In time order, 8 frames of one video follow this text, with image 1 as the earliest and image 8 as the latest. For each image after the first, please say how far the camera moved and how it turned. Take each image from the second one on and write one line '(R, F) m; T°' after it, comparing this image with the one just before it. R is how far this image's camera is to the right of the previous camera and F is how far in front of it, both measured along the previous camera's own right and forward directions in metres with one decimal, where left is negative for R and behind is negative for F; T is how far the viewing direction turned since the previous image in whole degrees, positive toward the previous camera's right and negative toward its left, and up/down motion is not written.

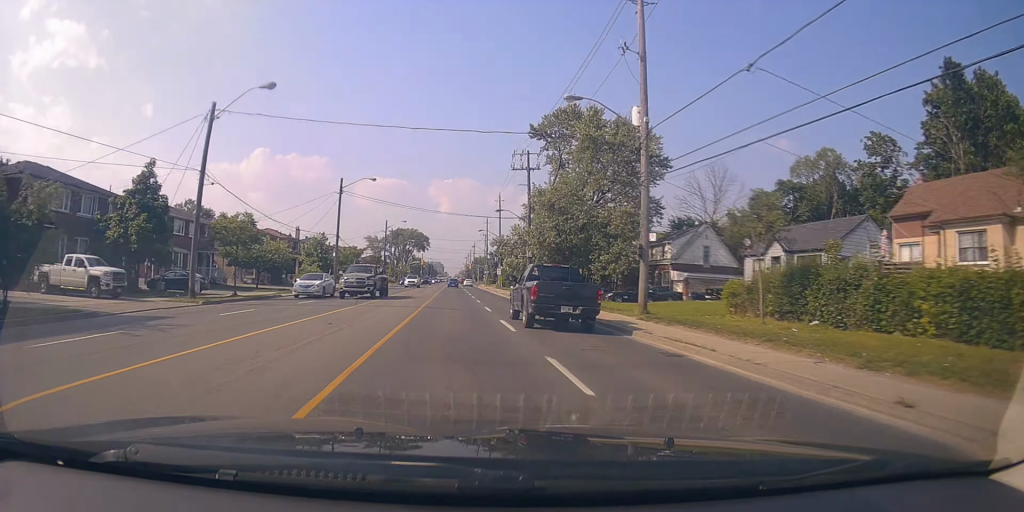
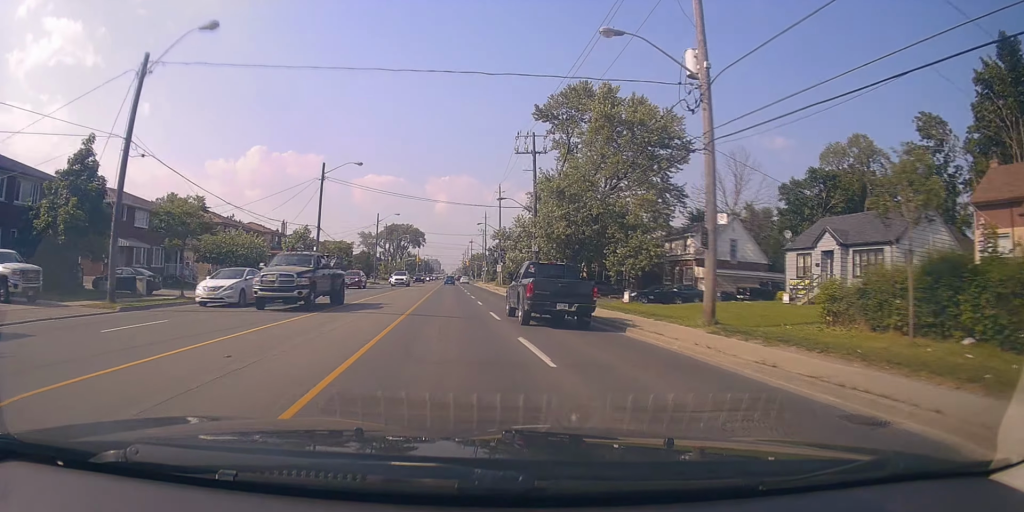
(+0.1, +6.3) m; +1°
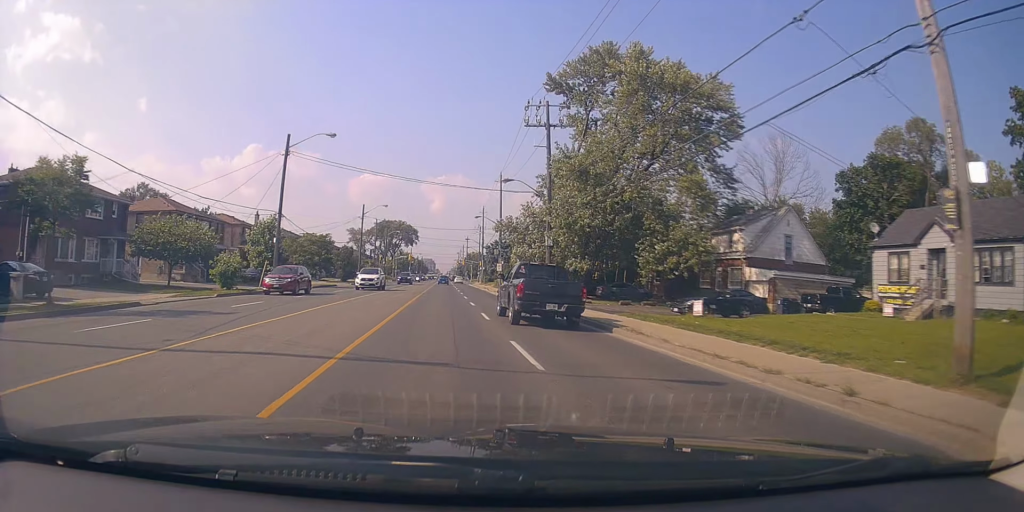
(+0.2, +9.7) m; +1°
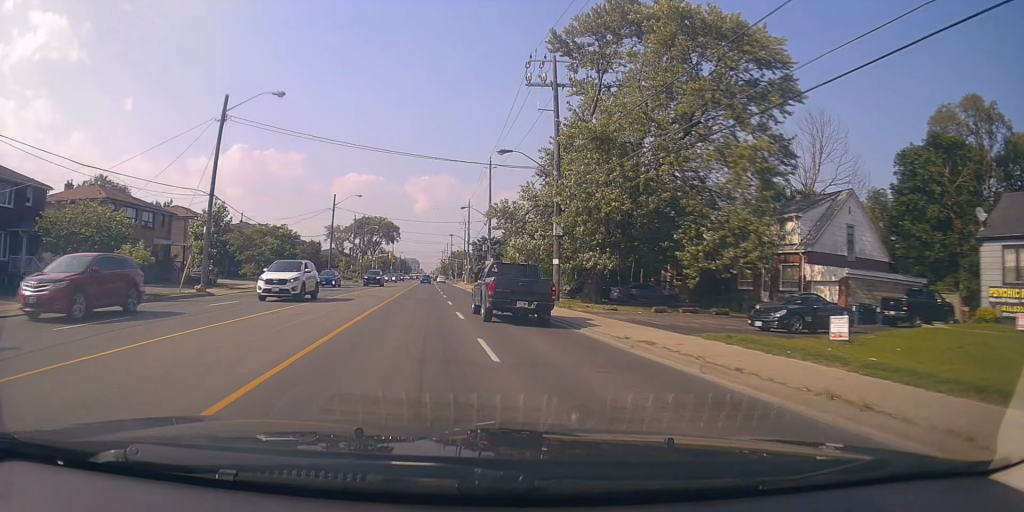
(0.0, +9.0) m; 0°
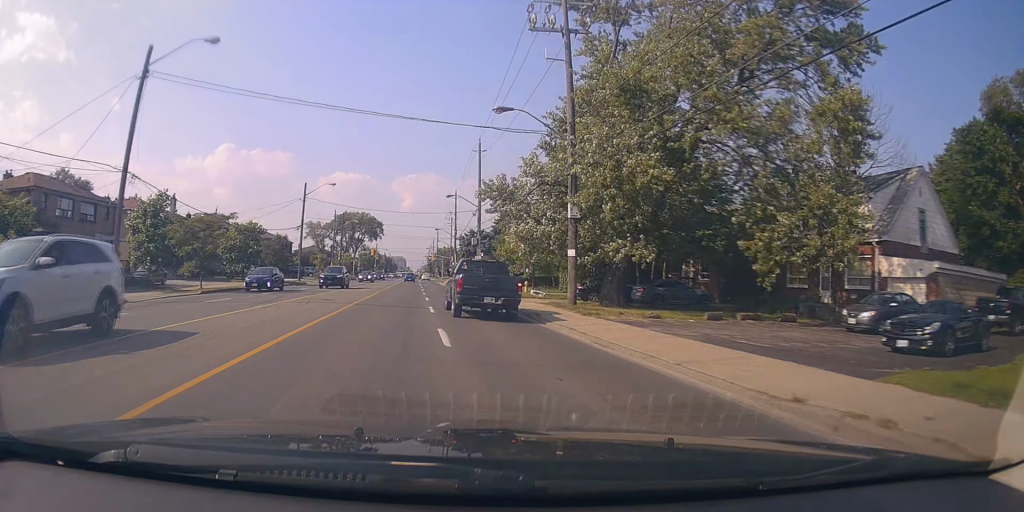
(0.0, +7.6) m; 0°
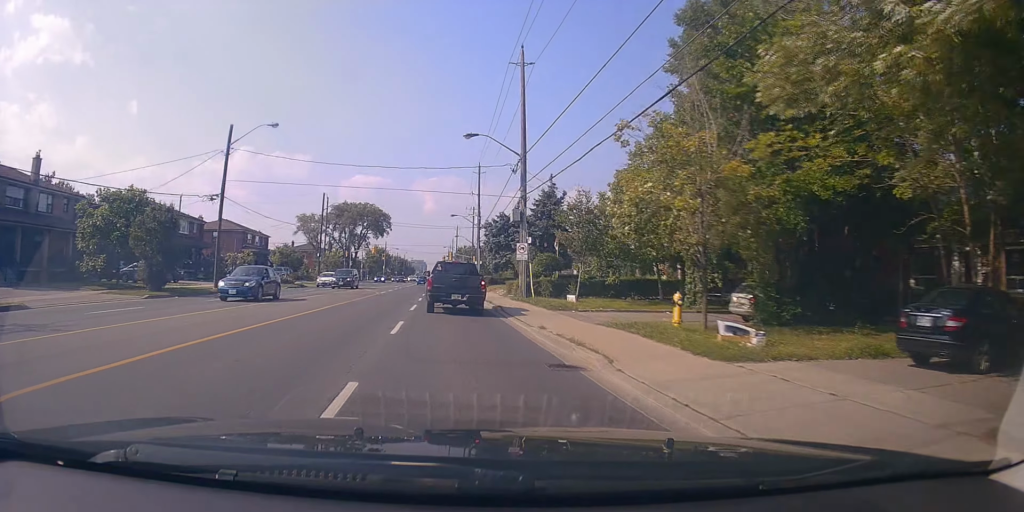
(0.0, +25.5) m; -2°
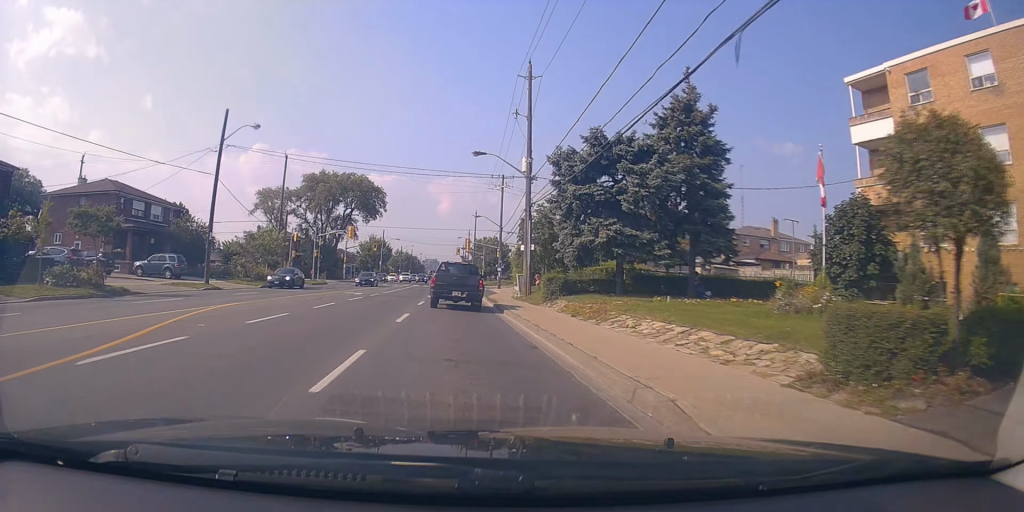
(-0.4, +33.5) m; -1°
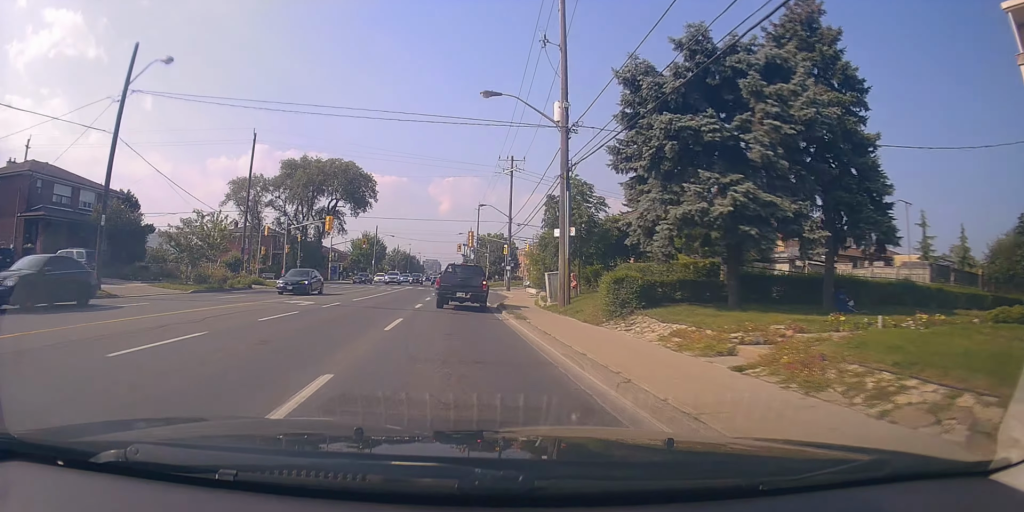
(-0.1, +11.4) m; 0°
